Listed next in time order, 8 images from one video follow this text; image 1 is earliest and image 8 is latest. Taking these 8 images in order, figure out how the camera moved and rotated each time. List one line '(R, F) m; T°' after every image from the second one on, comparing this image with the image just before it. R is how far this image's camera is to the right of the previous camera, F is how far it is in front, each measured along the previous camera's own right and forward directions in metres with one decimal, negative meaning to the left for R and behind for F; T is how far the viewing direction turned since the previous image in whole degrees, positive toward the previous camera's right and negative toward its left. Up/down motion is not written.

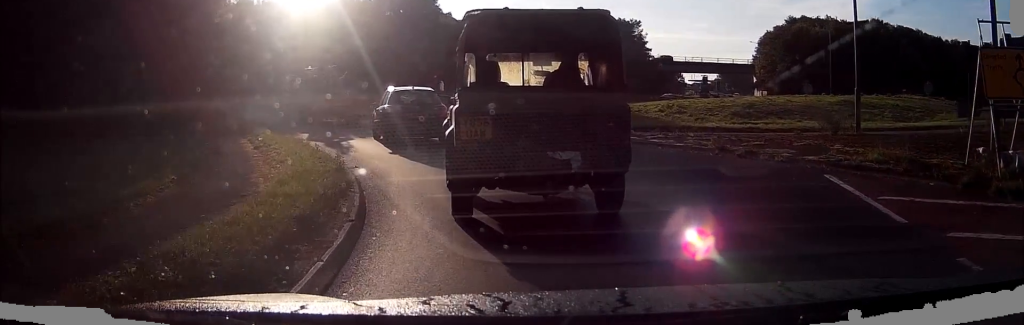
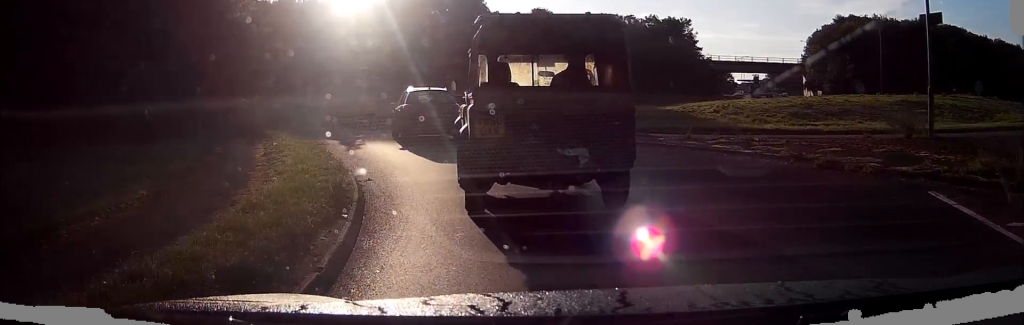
(-0.4, +1.9) m; -7°
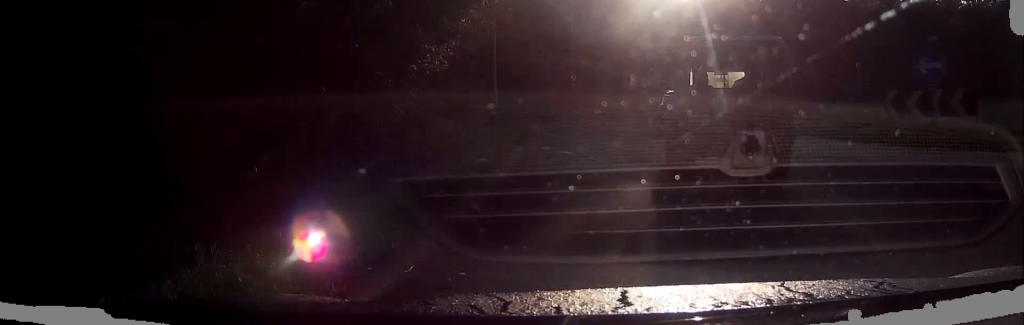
(-3.3, +14.3) m; -17°
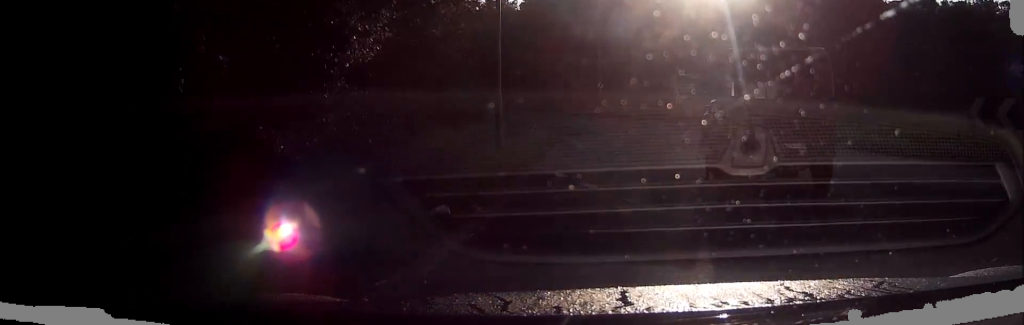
(0.0, +4.5) m; -1°
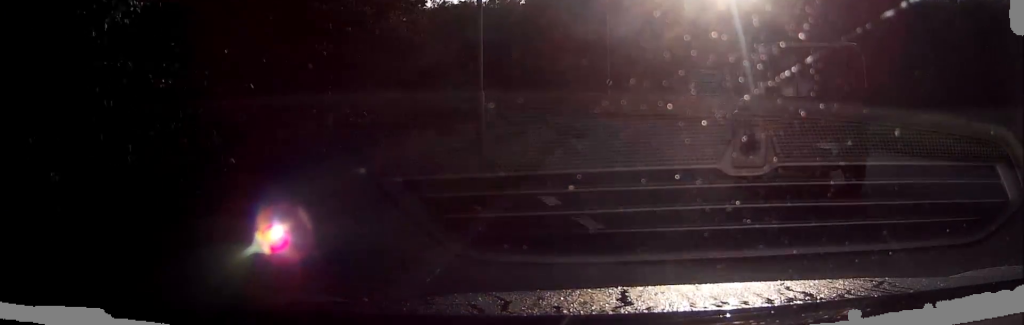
(-0.1, +3.9) m; 0°
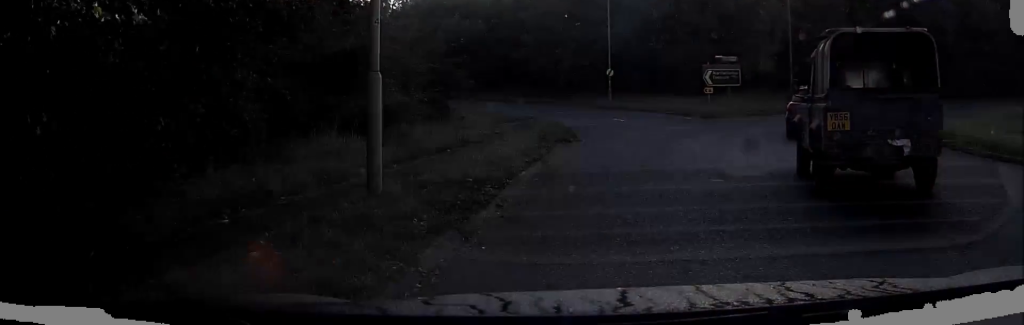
(-0.1, +6.4) m; 0°
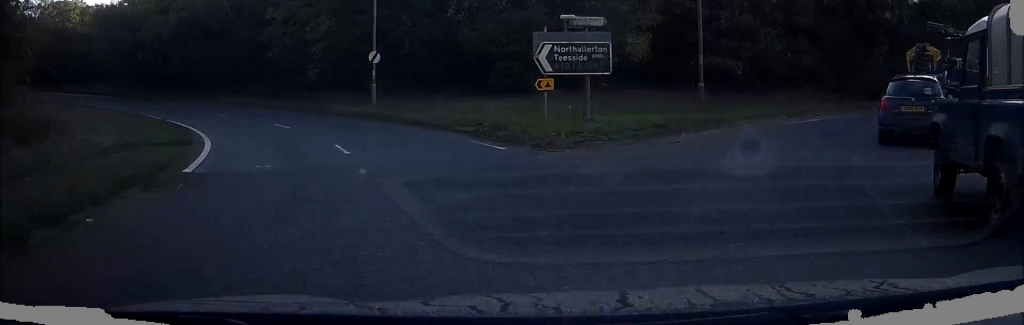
(+1.1, +18.9) m; +10°
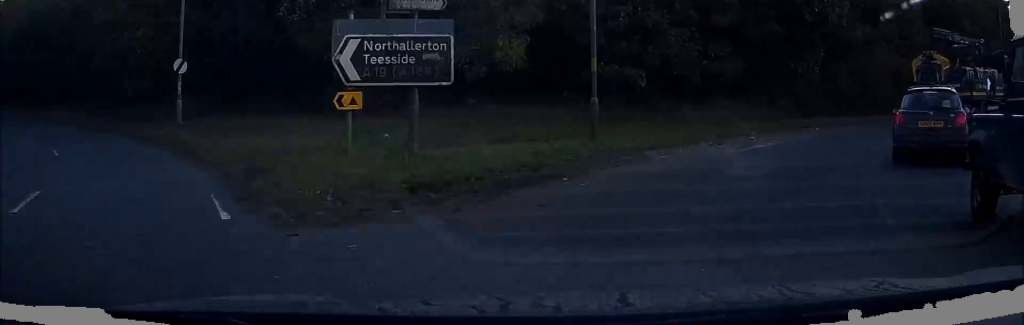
(+0.2, +6.7) m; +6°
